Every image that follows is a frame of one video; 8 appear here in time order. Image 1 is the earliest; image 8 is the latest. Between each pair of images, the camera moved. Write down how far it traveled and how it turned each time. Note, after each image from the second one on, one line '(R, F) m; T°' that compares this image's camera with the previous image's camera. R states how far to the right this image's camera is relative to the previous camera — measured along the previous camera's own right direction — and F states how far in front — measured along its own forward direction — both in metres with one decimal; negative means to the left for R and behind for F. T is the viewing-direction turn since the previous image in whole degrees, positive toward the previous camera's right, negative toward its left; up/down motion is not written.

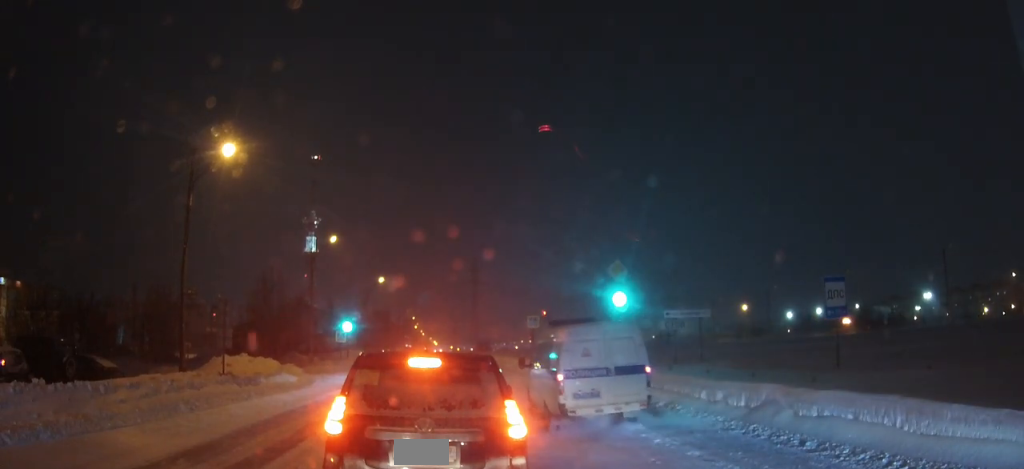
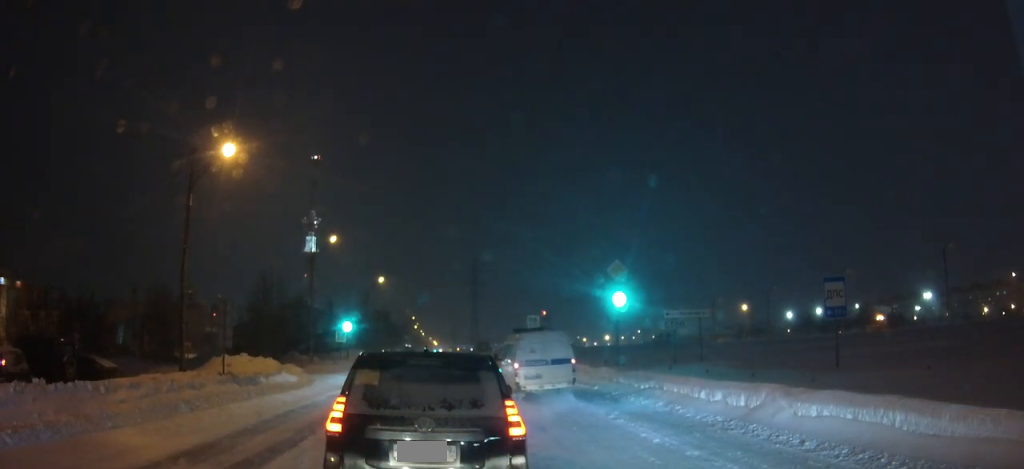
(+0.1, +0.2) m; 0°
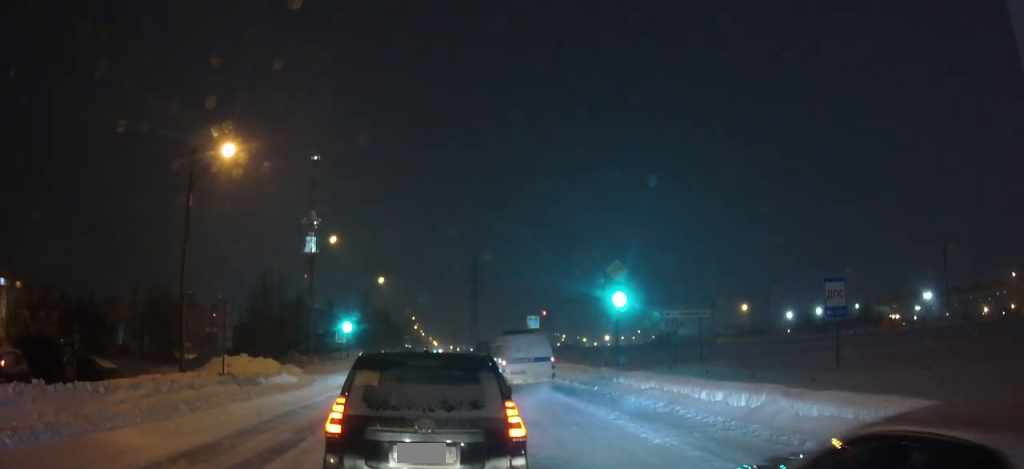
(0.0, +0.4) m; 0°
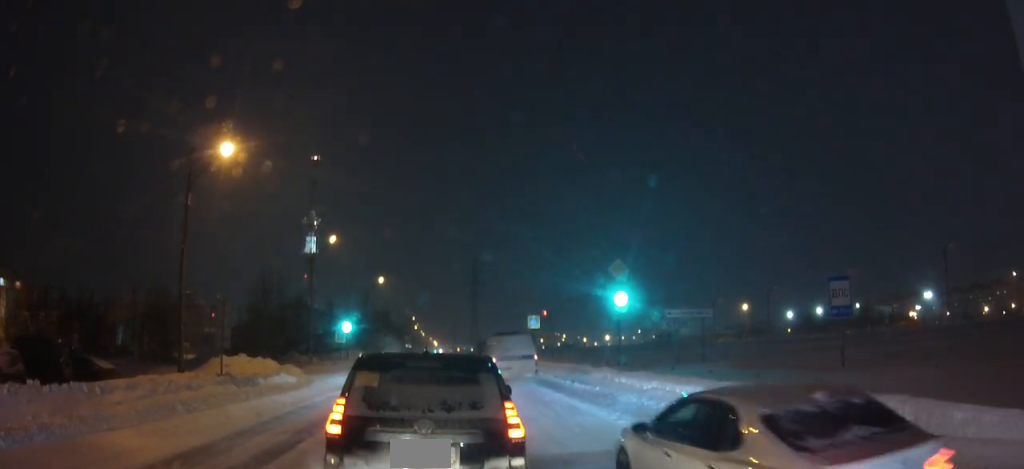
(0.0, +0.7) m; 0°
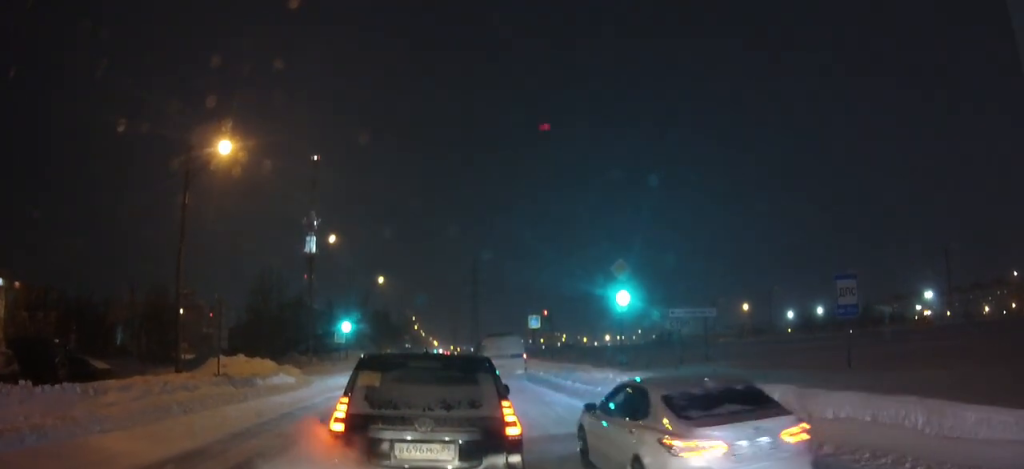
(0.0, +0.7) m; -1°
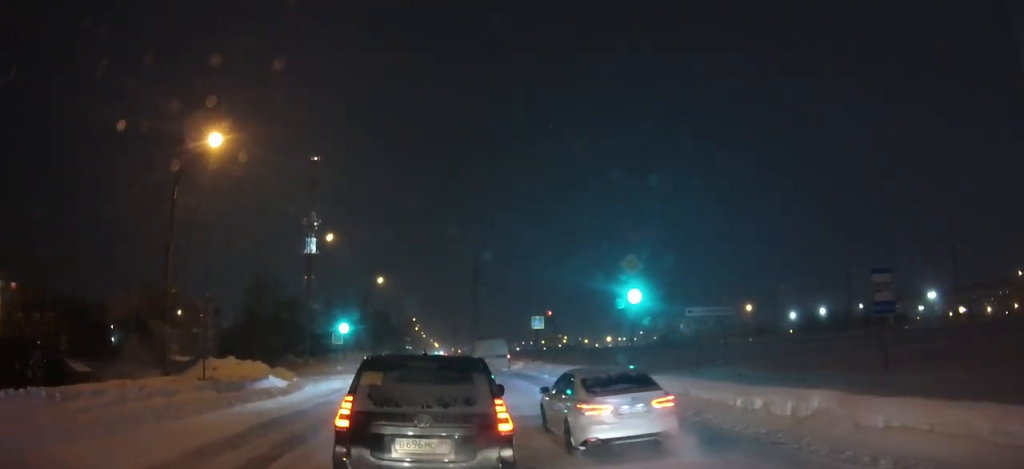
(0.0, +2.1) m; -1°
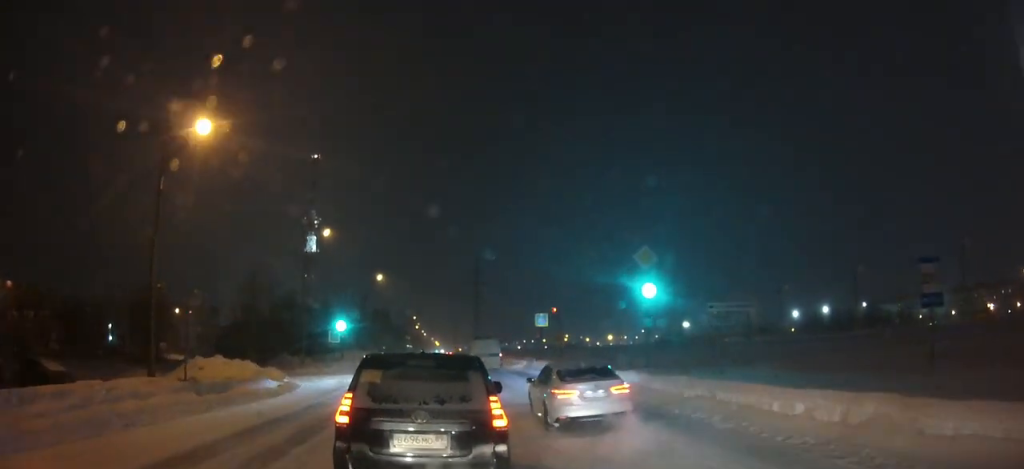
(0.0, +1.9) m; 0°
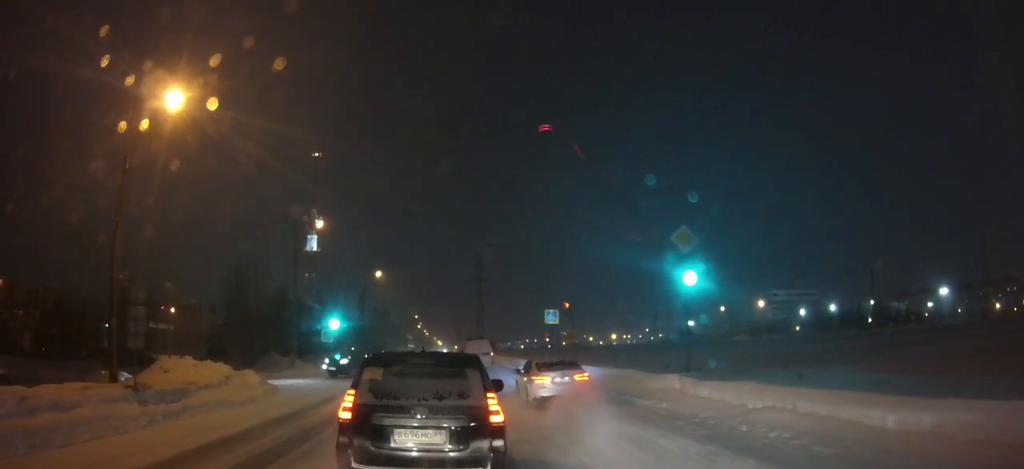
(0.0, +3.9) m; 0°
